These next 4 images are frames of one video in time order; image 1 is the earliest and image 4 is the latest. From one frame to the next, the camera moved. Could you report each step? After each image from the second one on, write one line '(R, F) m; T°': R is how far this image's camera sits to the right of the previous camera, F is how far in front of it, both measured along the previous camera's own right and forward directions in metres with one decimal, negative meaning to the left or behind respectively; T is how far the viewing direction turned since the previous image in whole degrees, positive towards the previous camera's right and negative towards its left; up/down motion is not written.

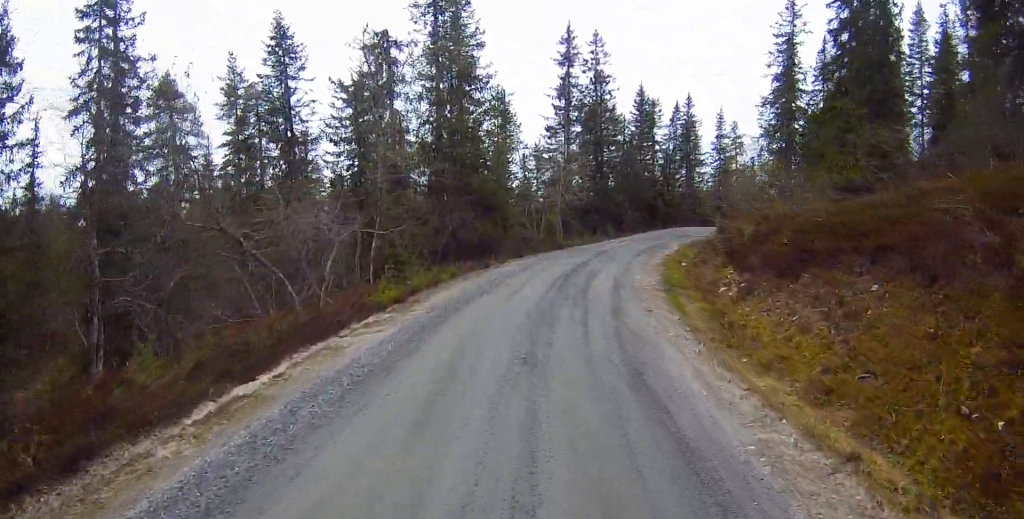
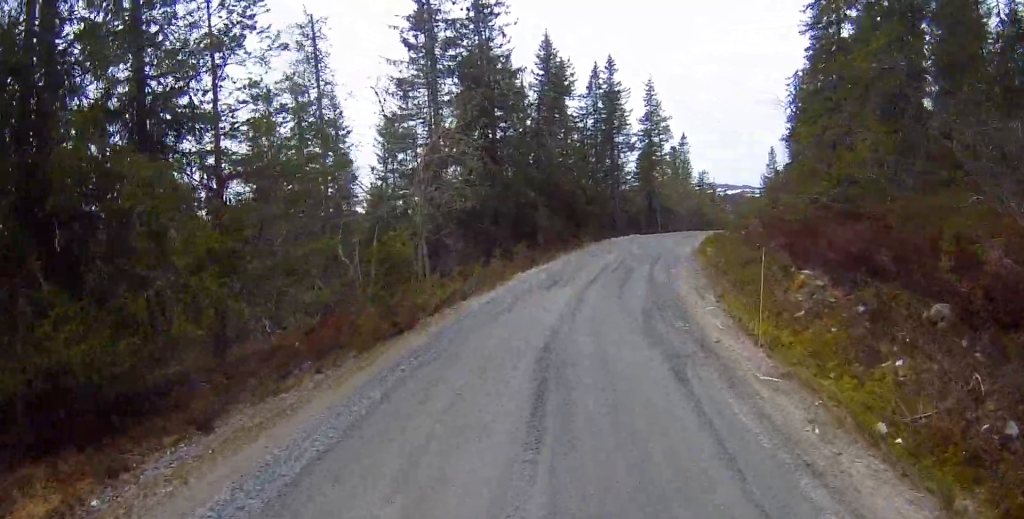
(+1.6, +21.0) m; +8°
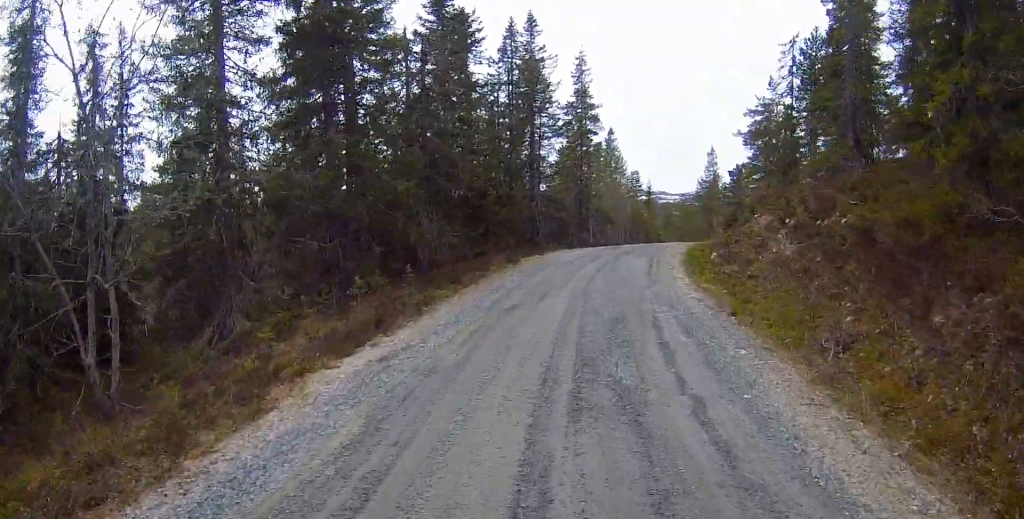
(+0.7, +13.5) m; +8°
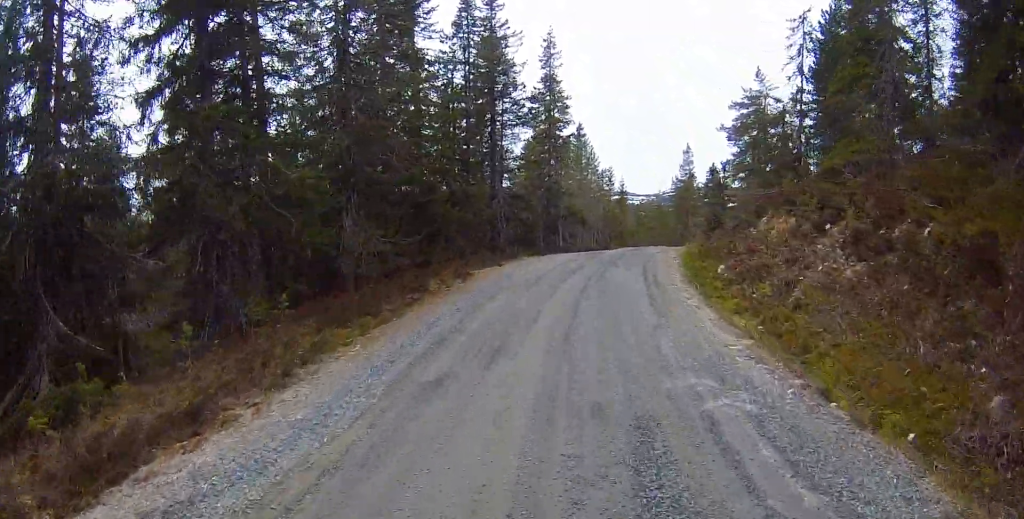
(+0.4, +5.7) m; +5°
